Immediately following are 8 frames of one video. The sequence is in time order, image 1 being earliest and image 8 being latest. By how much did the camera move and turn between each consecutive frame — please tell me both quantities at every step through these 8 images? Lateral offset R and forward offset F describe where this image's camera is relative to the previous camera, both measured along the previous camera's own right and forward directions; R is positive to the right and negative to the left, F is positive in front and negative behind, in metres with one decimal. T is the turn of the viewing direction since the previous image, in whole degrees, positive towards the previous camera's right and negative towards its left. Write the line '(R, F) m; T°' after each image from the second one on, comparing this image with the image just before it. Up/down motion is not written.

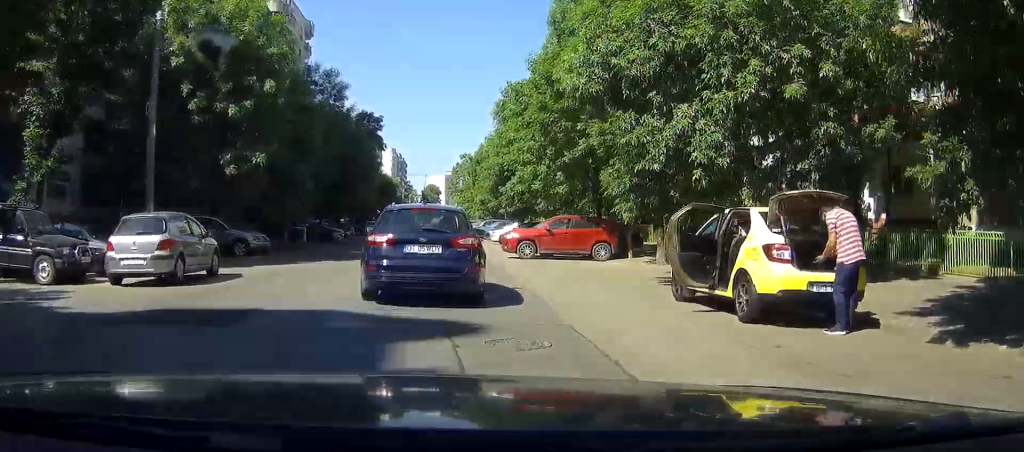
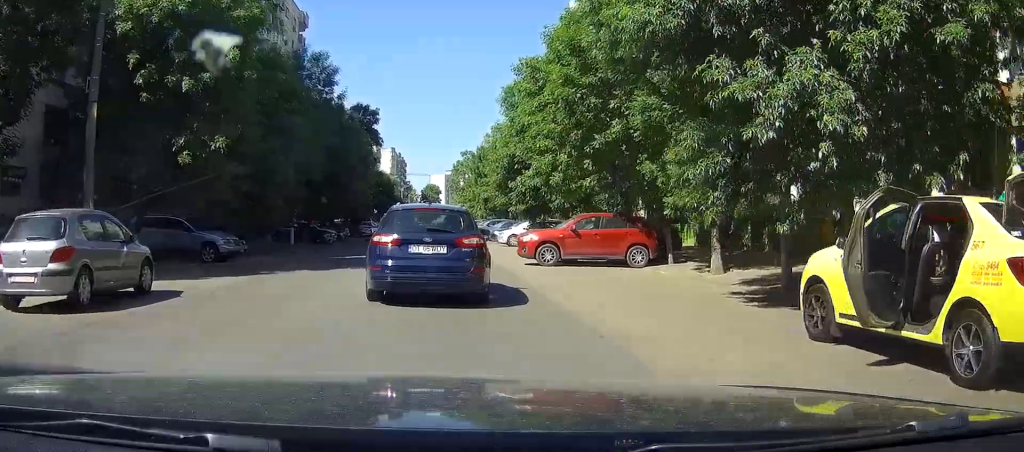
(0.0, +4.5) m; 0°
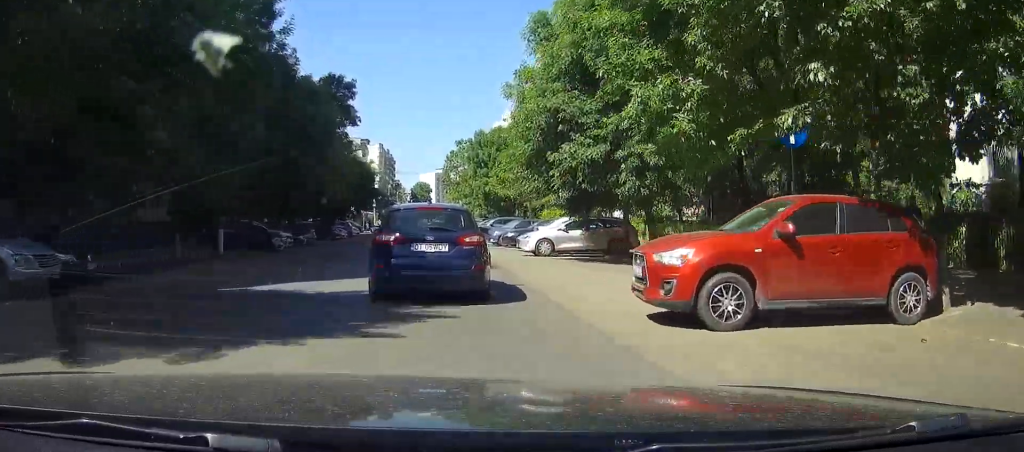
(-0.1, +13.6) m; 0°
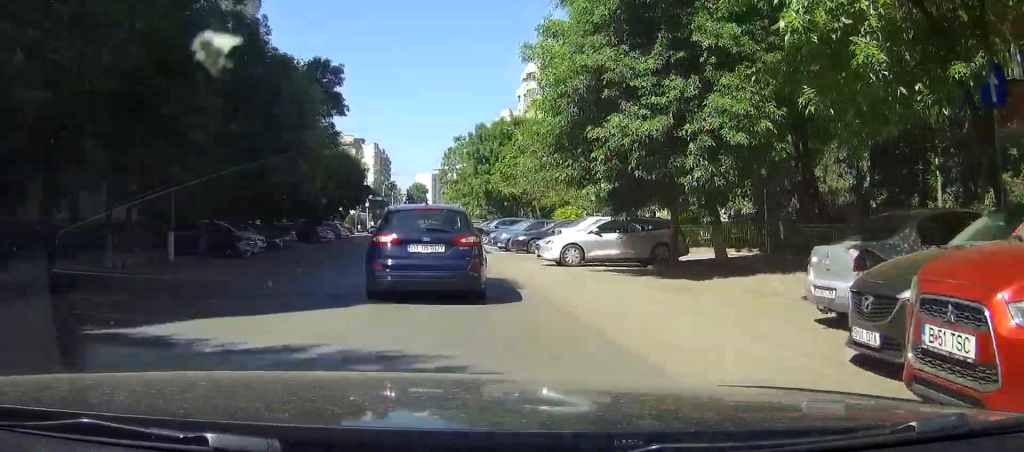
(+0.1, +5.7) m; 0°
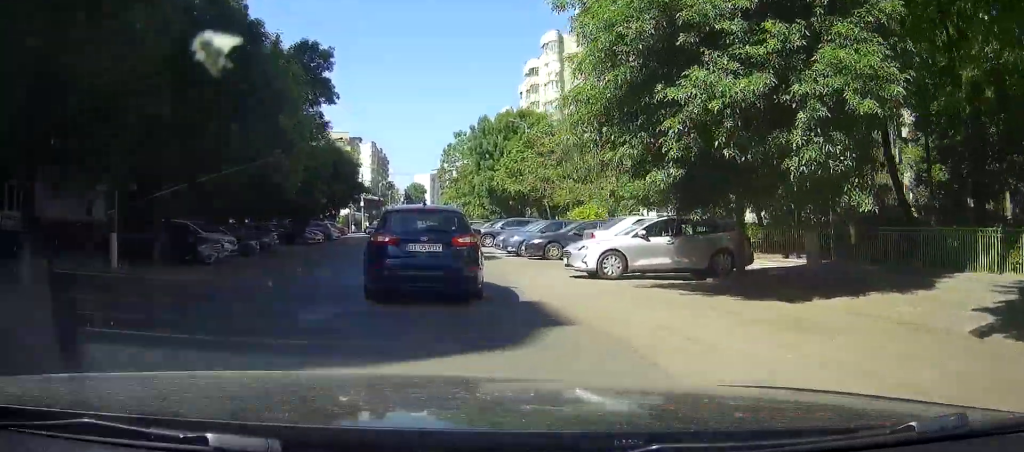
(-0.2, +4.8) m; -1°
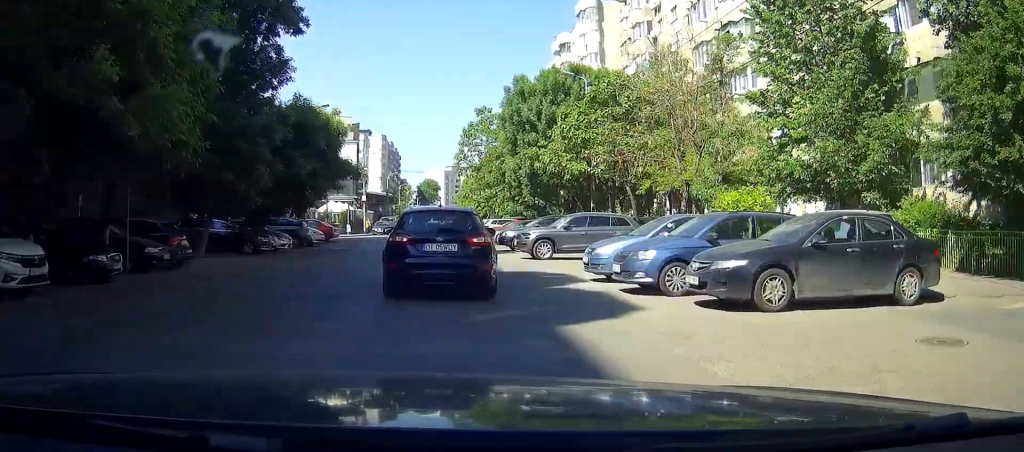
(0.0, +15.9) m; +1°
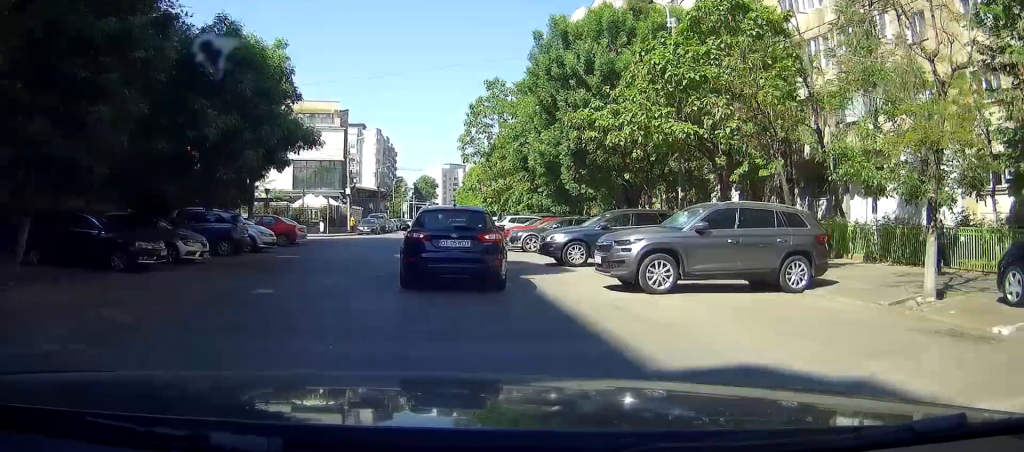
(+0.1, +12.8) m; +1°
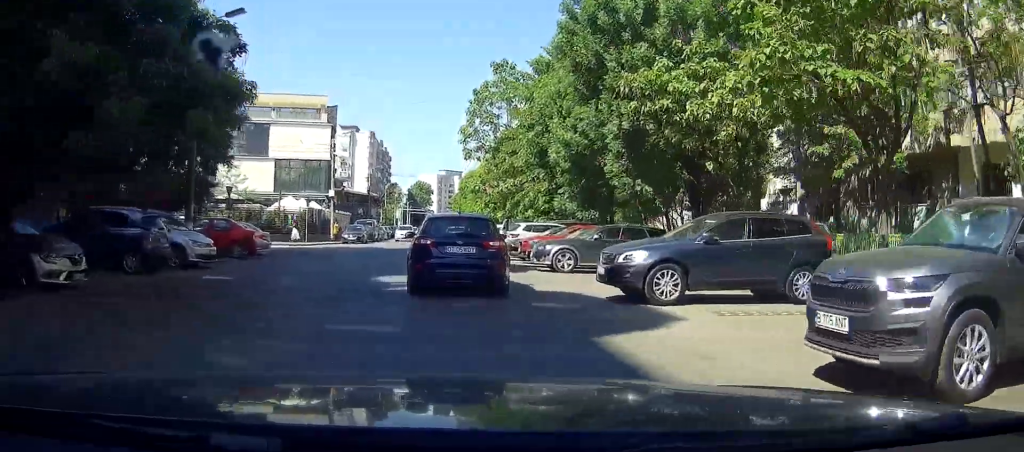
(0.0, +7.9) m; +1°
